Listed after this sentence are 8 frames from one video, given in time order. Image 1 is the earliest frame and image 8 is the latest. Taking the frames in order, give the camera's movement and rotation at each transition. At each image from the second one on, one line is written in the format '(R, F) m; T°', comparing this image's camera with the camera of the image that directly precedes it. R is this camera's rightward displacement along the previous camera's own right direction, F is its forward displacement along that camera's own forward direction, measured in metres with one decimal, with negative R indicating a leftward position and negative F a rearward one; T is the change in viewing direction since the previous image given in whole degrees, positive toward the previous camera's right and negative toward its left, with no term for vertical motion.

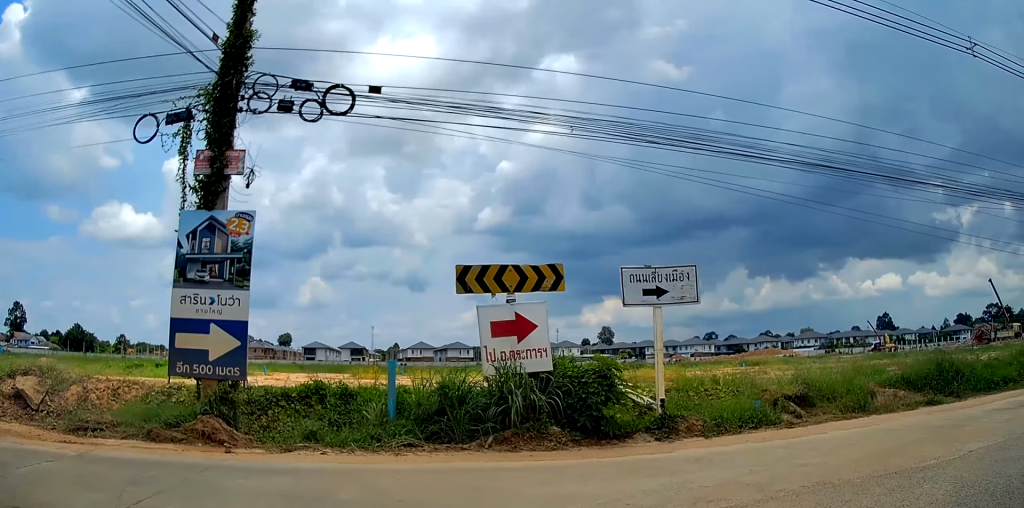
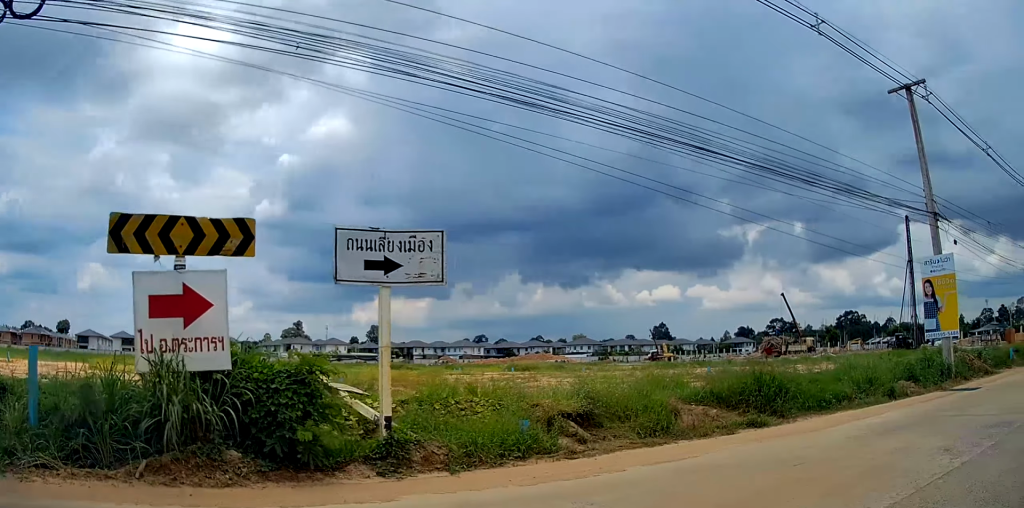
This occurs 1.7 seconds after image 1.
(+1.3, +2.7) m; +31°
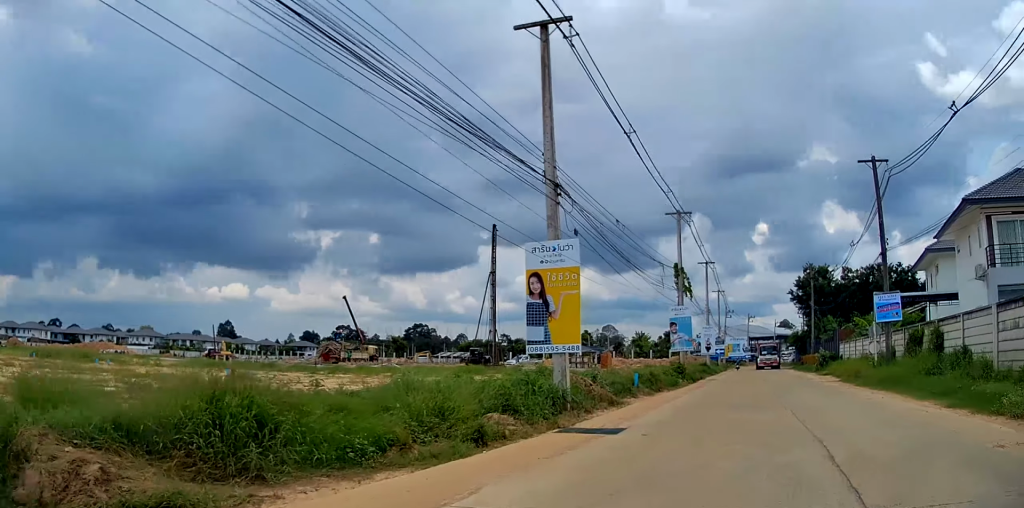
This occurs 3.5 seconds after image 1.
(-0.6, +6.2) m; +8°
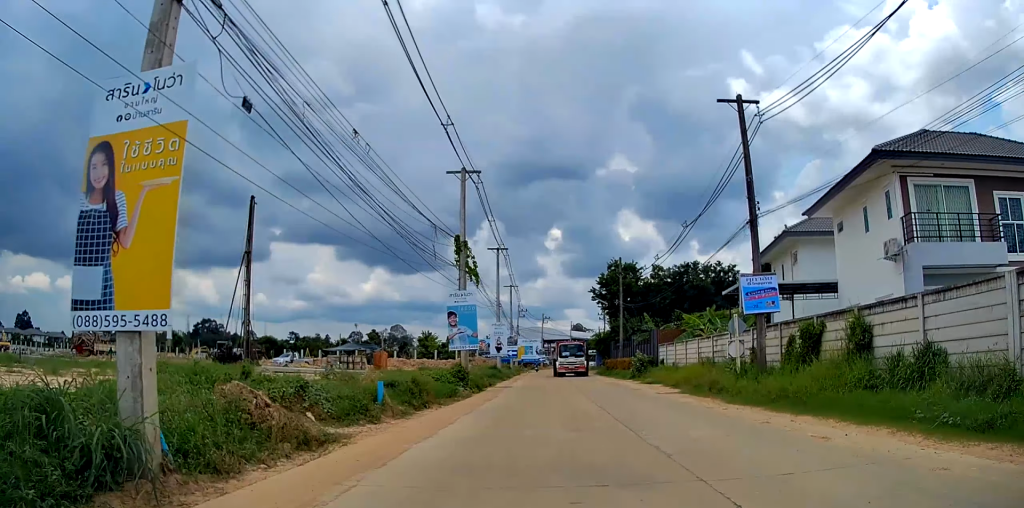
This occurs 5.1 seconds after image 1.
(+1.5, +7.4) m; +14°
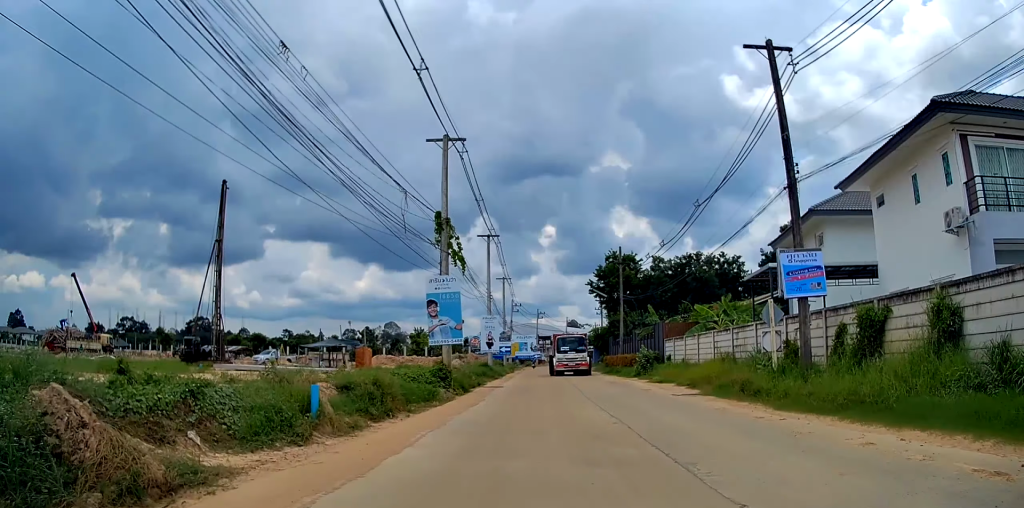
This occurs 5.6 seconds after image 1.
(0.0, +3.2) m; 0°
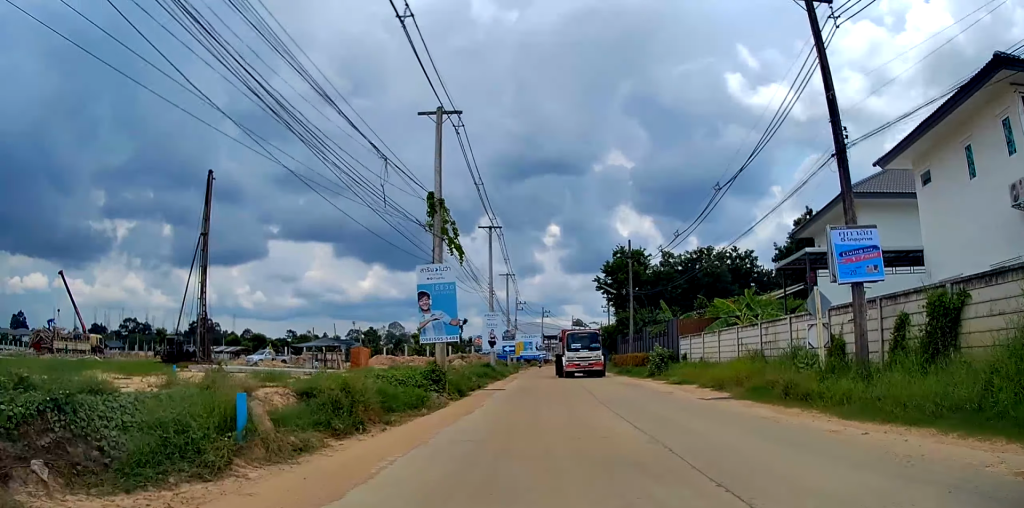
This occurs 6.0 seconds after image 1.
(0.0, +2.6) m; 0°
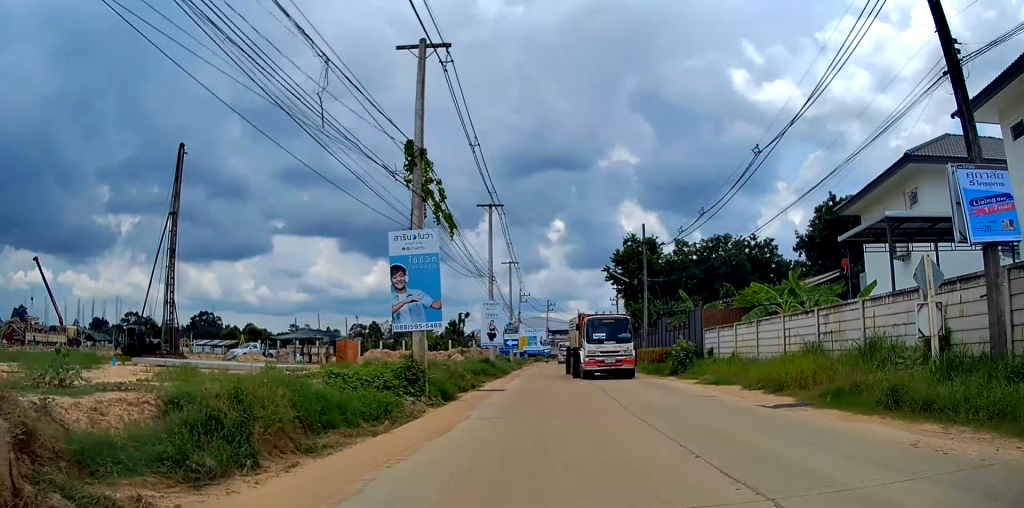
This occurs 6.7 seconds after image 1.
(0.0, +4.8) m; 0°
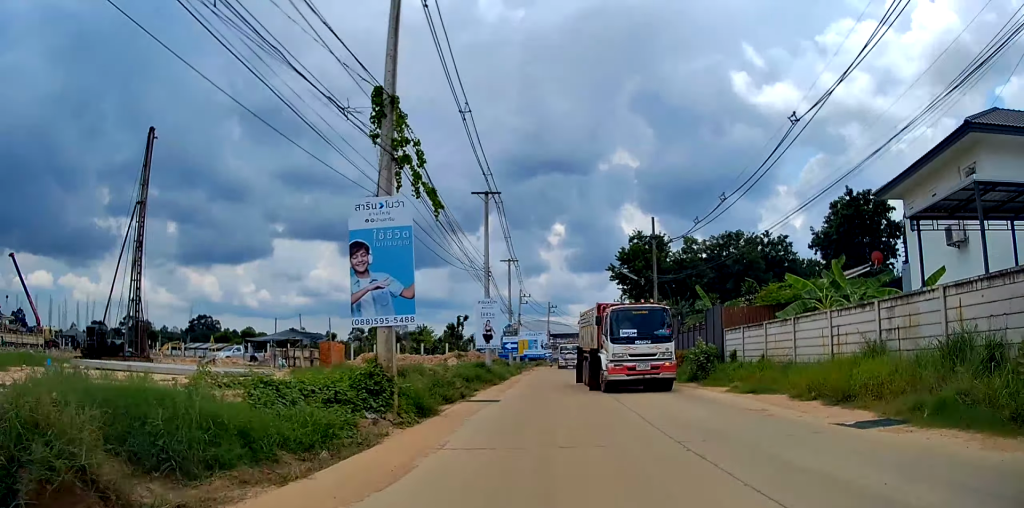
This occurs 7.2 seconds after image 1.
(0.0, +3.7) m; 0°
